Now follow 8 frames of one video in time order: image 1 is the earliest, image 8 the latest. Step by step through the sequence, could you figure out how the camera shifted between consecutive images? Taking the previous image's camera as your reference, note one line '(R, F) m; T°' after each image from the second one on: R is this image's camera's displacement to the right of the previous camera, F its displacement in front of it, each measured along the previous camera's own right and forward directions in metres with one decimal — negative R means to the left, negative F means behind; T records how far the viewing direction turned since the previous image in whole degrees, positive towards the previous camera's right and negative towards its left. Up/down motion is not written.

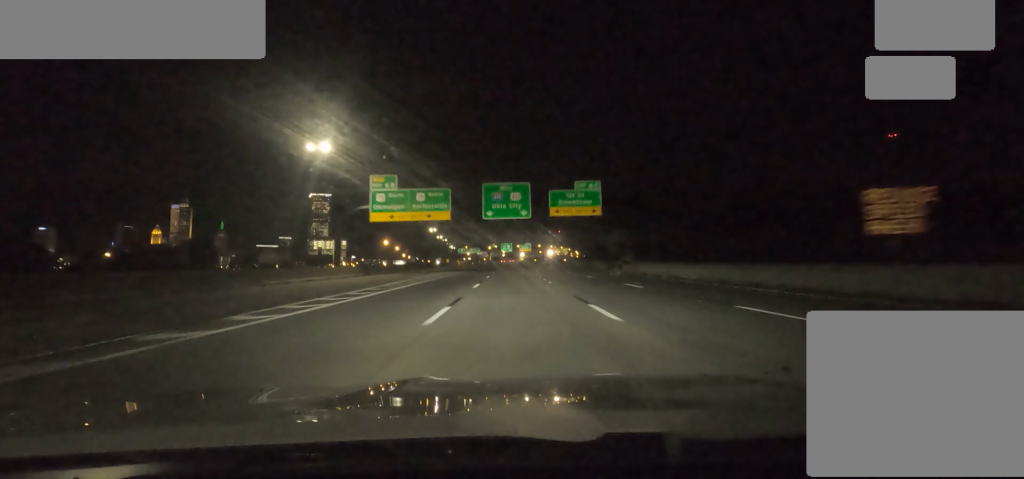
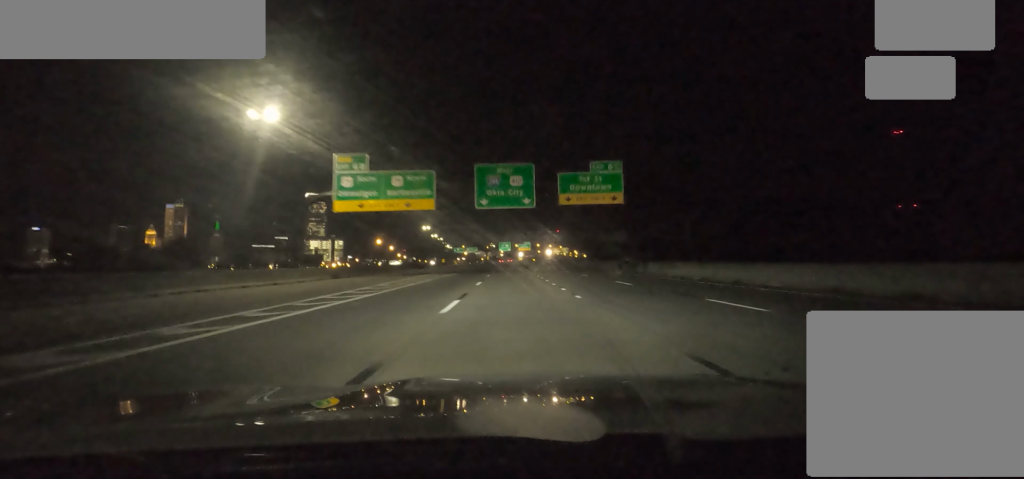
(-0.2, +11.3) m; +1°
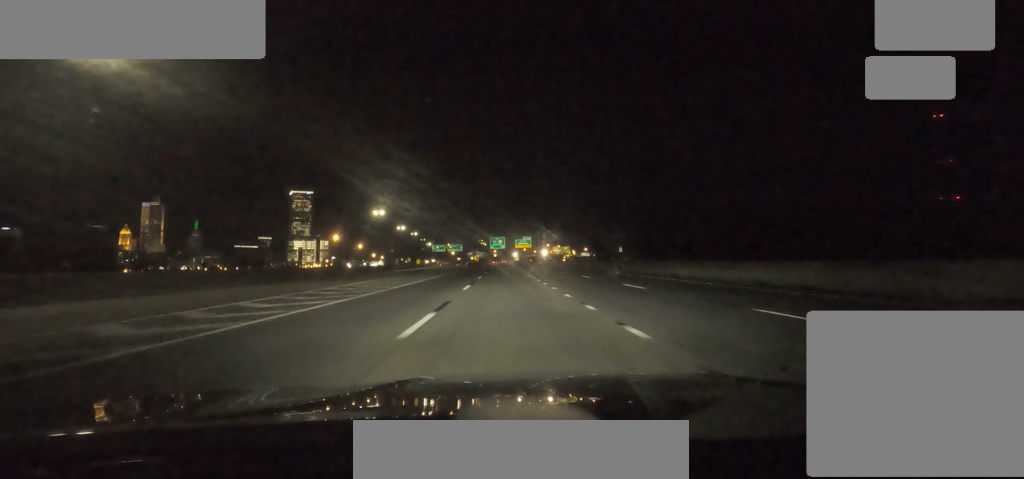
(+0.7, +57.7) m; -2°
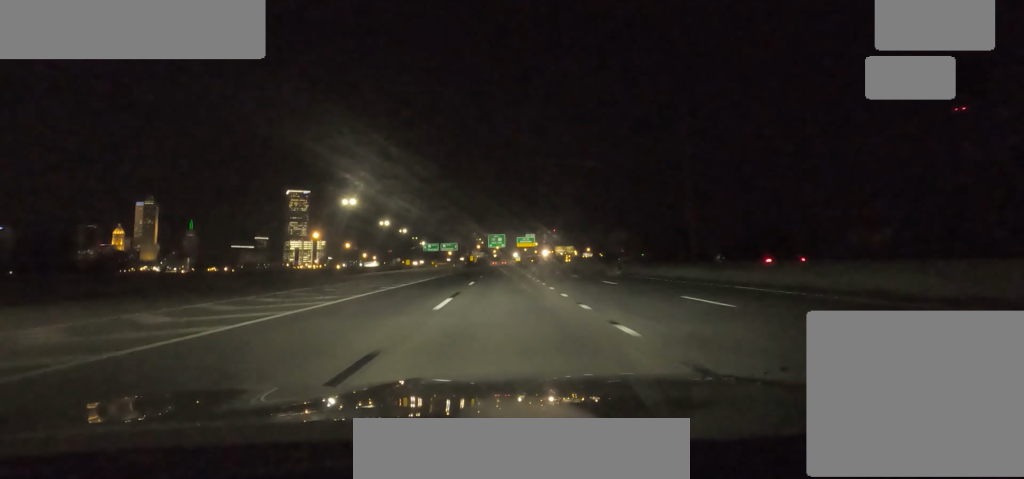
(-0.1, +22.4) m; 0°
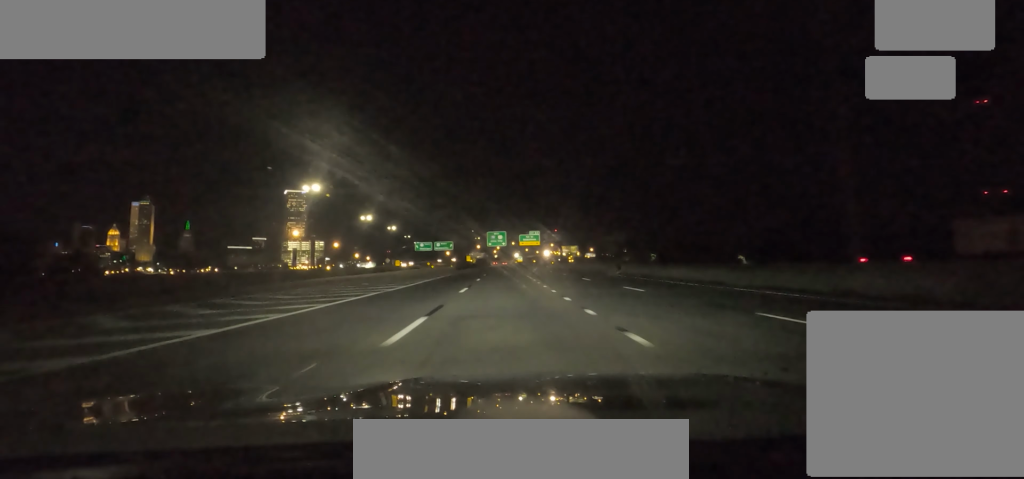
(0.0, +18.8) m; +2°
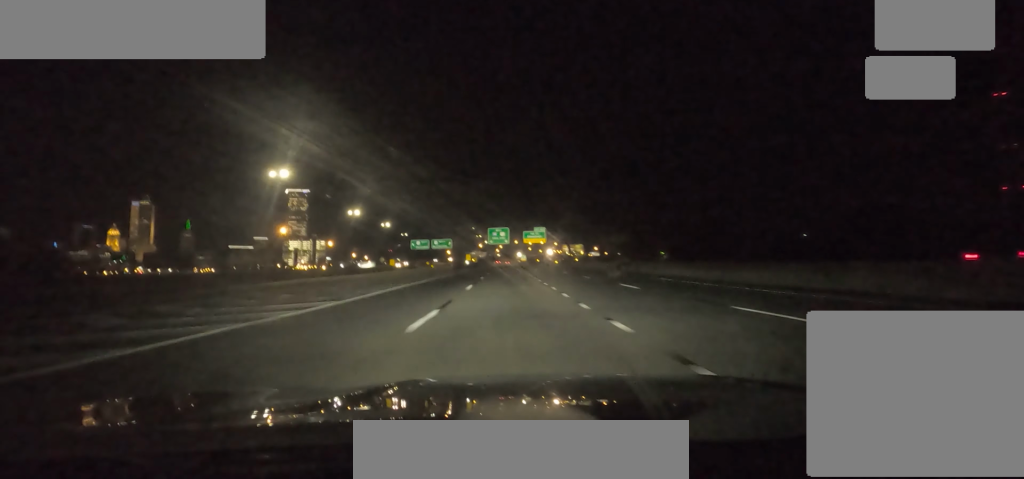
(-0.4, +11.9) m; +2°
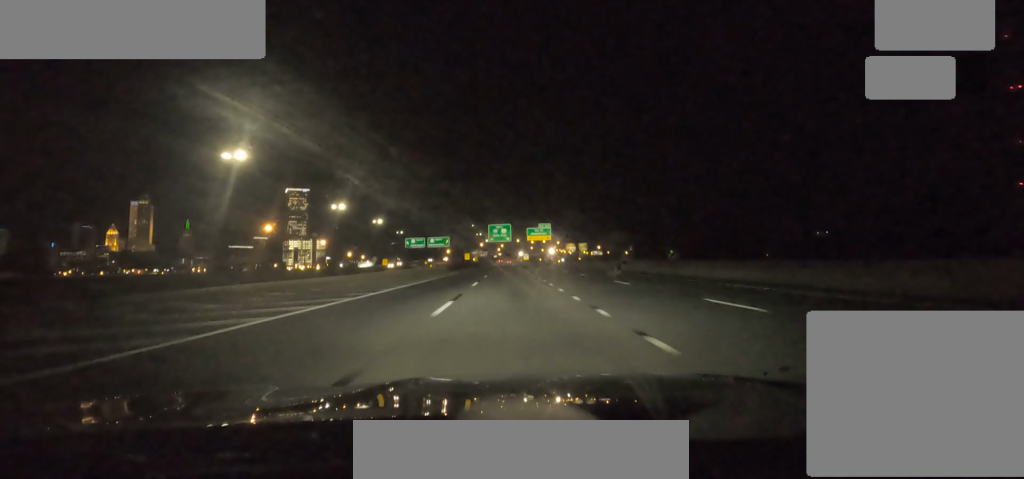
(+0.7, +10.9) m; 0°
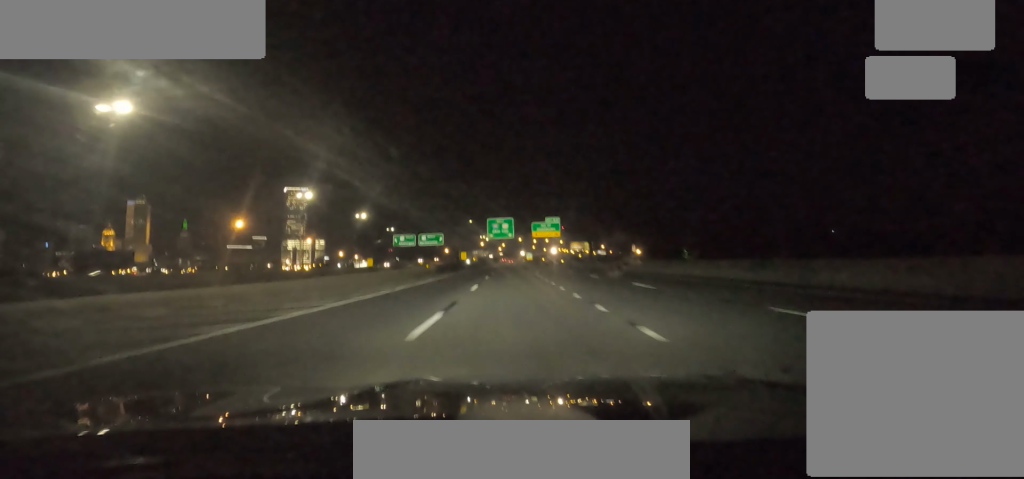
(+0.7, +16.8) m; 0°
